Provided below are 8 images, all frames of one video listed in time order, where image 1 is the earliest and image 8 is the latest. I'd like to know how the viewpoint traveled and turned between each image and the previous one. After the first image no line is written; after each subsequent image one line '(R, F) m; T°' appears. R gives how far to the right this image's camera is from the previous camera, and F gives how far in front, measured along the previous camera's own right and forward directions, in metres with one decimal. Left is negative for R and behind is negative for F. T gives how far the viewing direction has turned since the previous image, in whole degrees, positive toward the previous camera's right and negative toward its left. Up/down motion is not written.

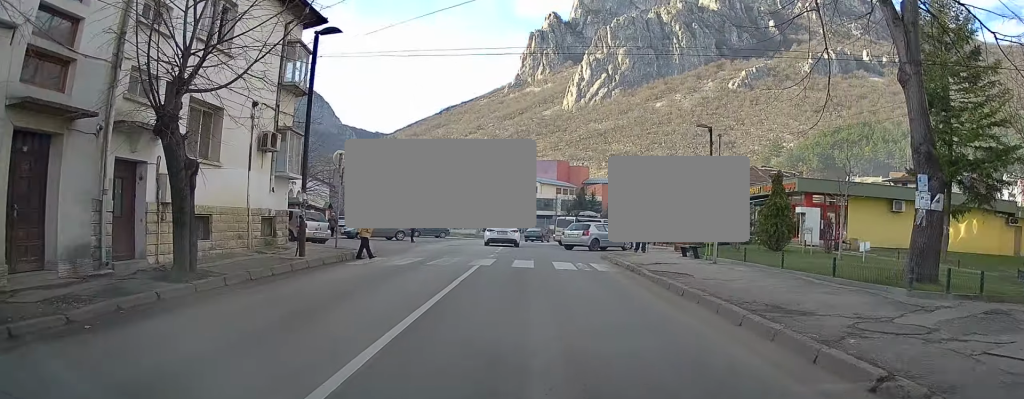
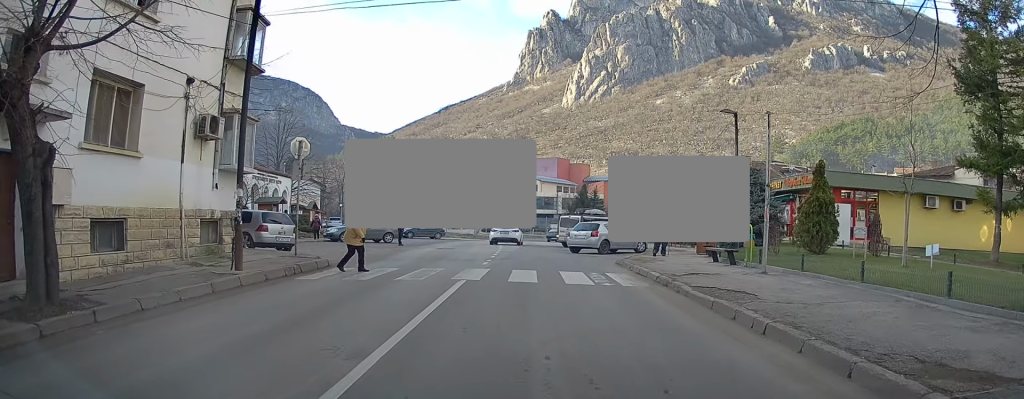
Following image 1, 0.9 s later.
(-0.1, +3.1) m; -6°
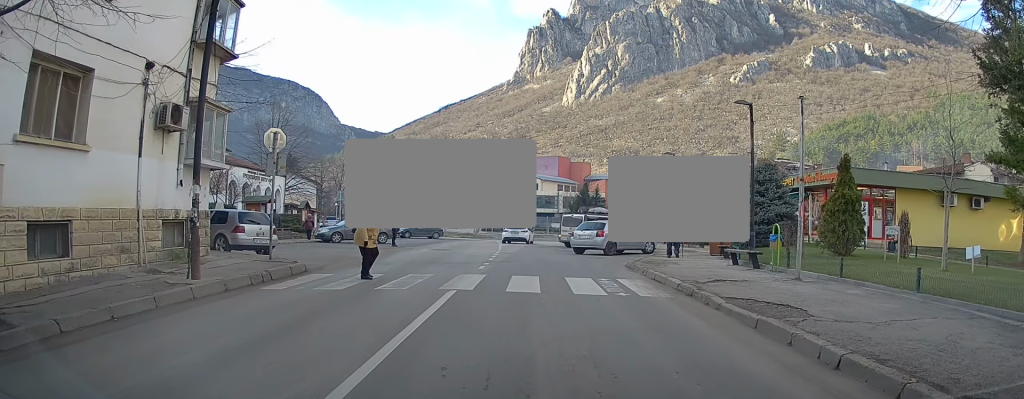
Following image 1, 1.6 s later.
(0.0, +1.2) m; -3°
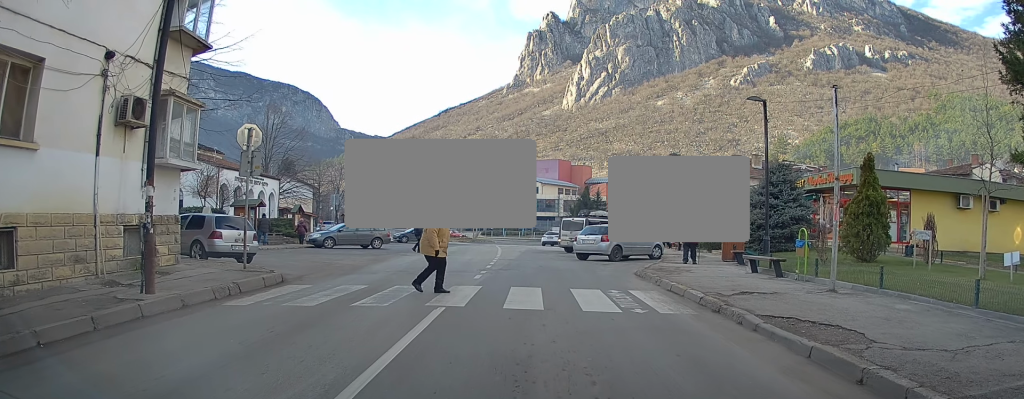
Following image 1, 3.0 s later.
(-0.2, +0.4) m; 0°
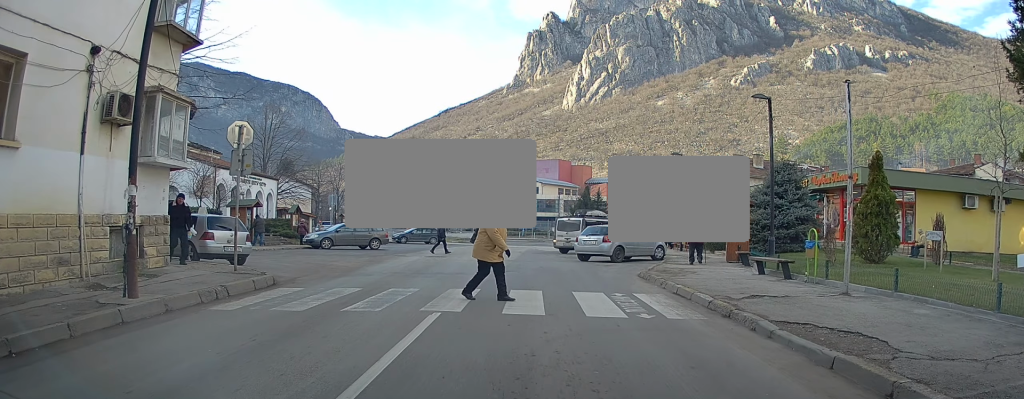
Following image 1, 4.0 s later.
(0.0, +0.3) m; 0°
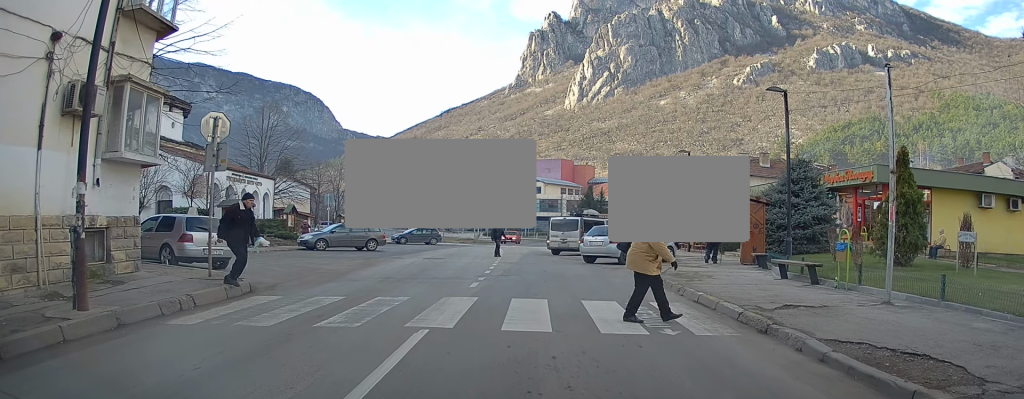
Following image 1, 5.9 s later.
(+0.2, +0.6) m; 0°
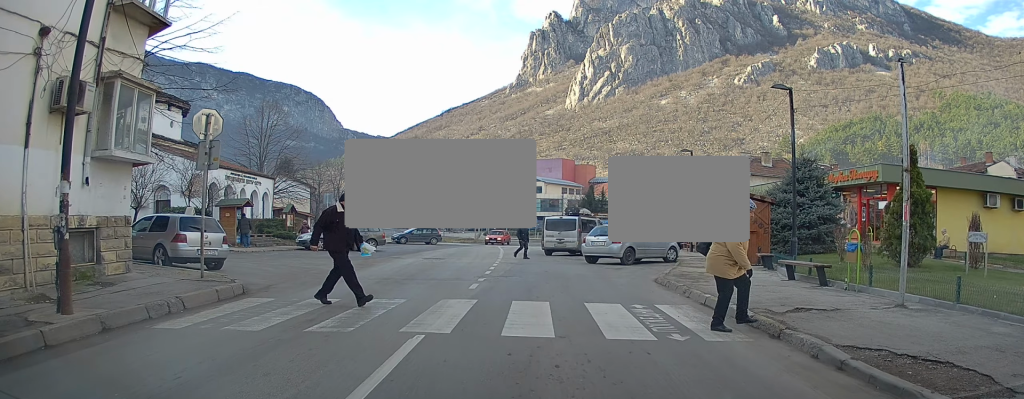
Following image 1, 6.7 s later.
(+0.1, +0.3) m; 0°
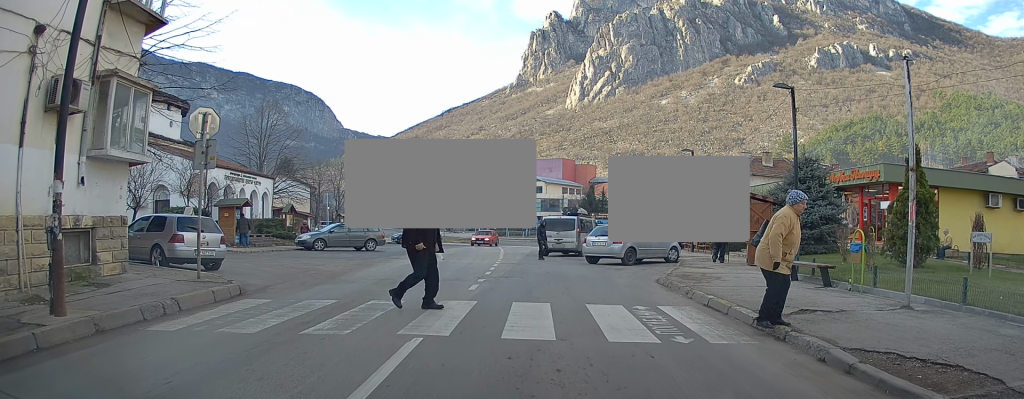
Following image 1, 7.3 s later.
(0.0, +0.2) m; 0°
